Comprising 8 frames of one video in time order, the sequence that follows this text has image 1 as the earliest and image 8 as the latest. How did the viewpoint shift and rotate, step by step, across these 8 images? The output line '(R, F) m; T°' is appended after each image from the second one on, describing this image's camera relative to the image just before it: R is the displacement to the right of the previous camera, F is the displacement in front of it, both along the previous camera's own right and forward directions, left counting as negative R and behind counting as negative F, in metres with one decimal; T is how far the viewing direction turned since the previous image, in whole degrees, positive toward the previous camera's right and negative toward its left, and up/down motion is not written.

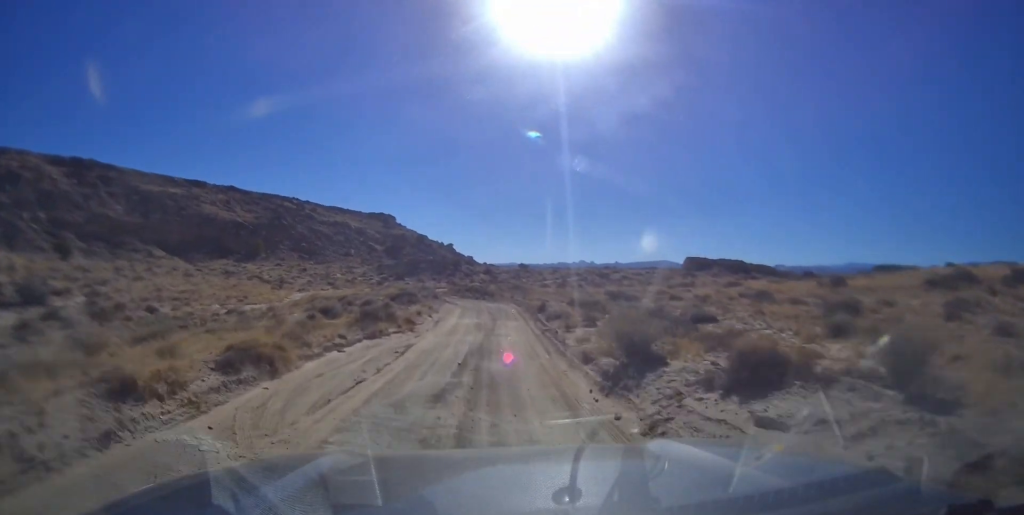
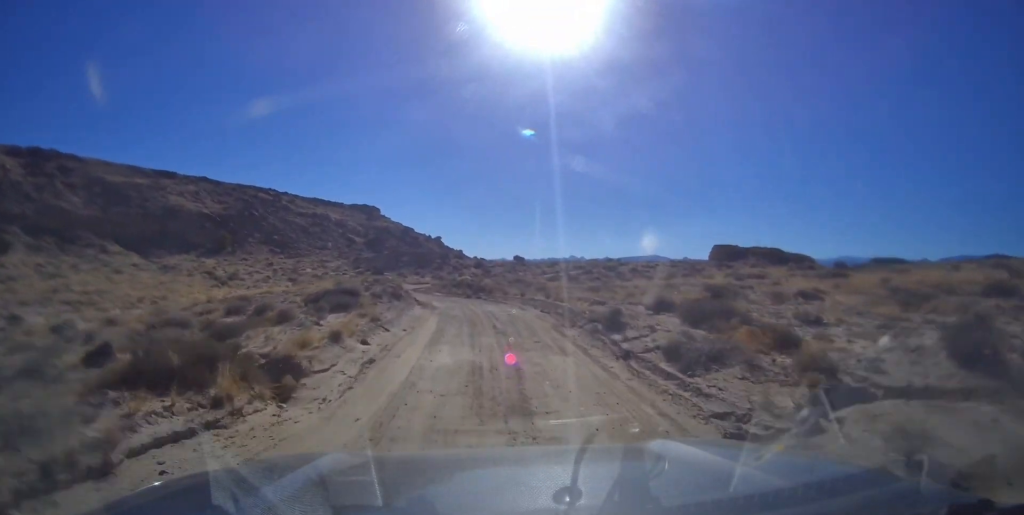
(-1.1, +16.8) m; -1°
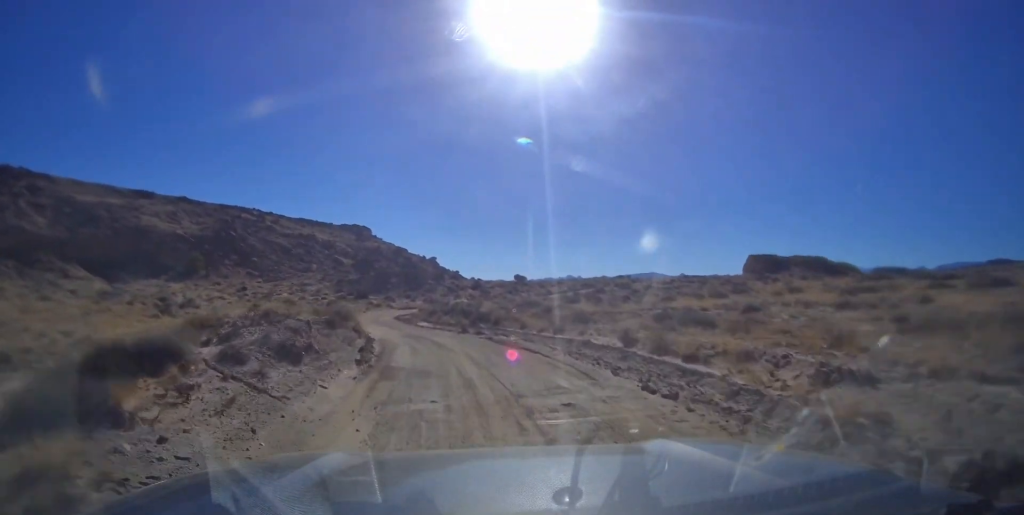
(+0.1, +12.8) m; -1°
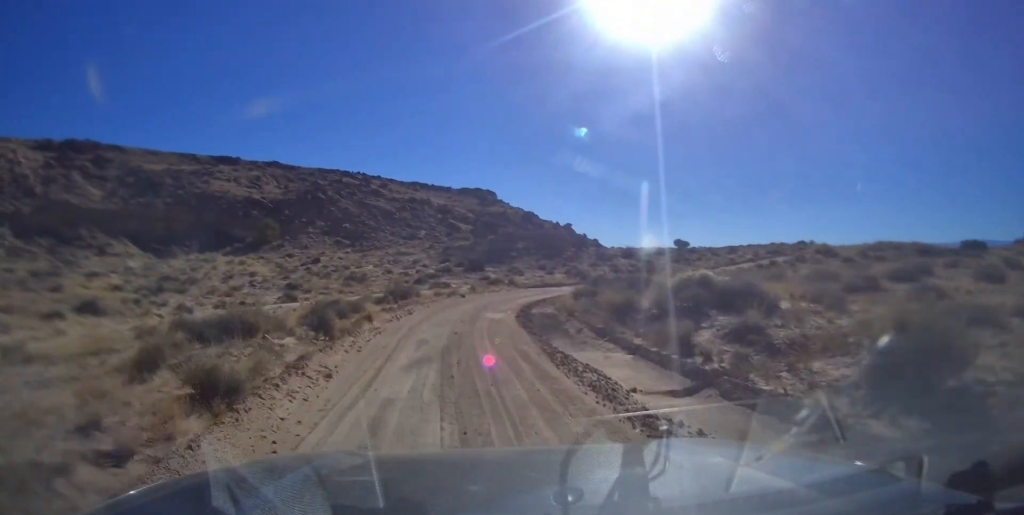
(-0.6, +29.3) m; -6°
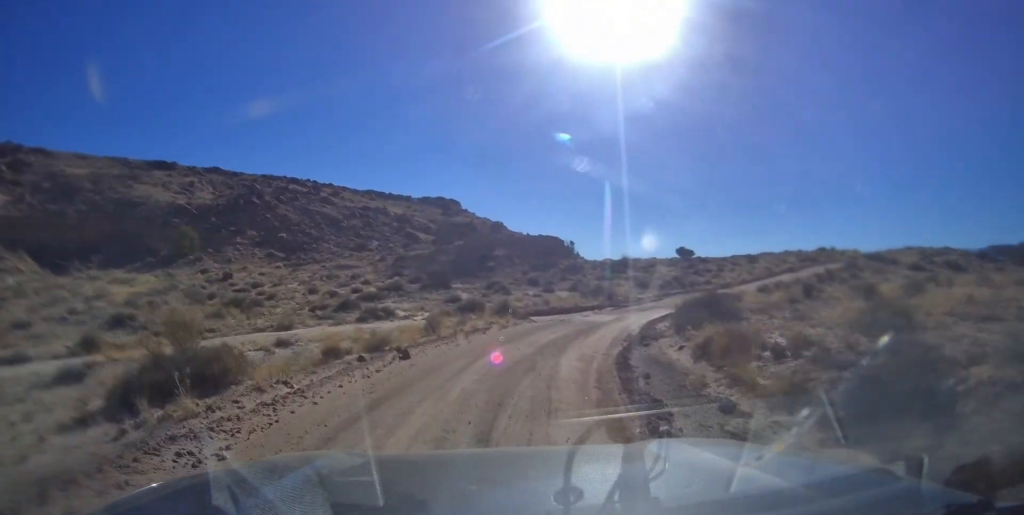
(-1.2, +20.5) m; +1°
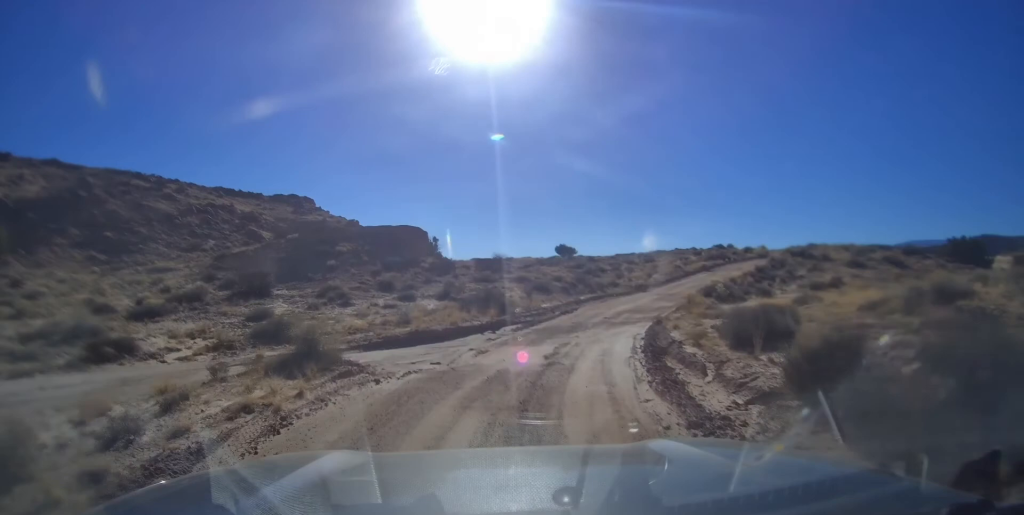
(+0.5, +13.1) m; +7°
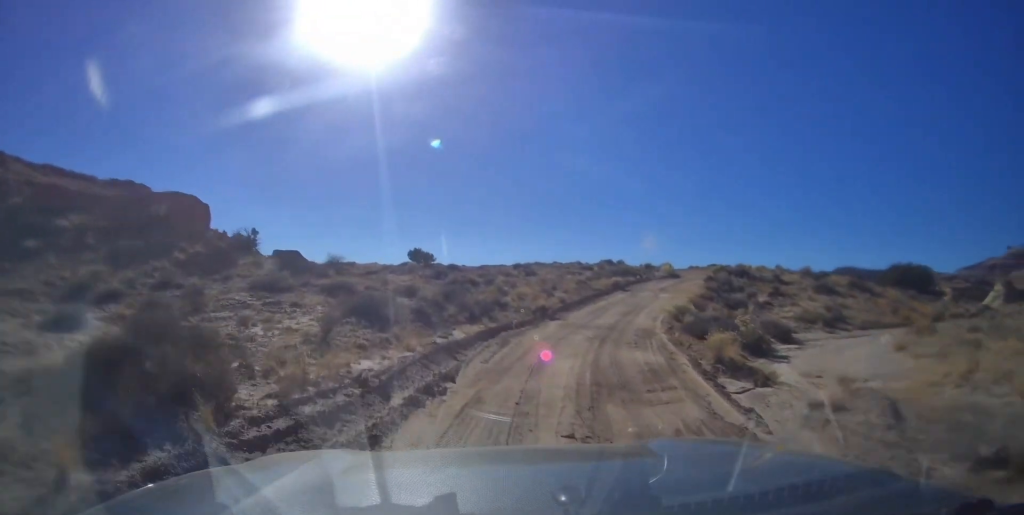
(+1.6, +16.8) m; +13°
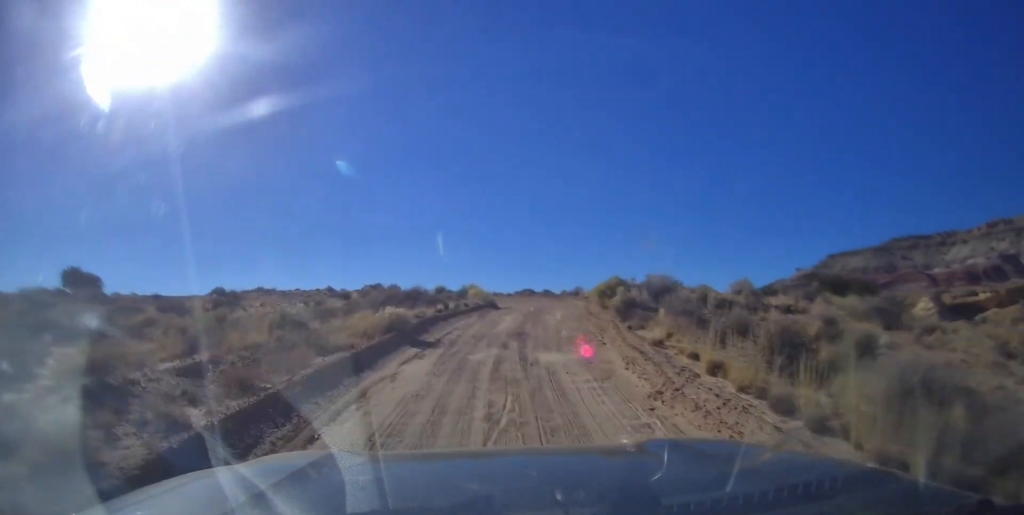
(+4.3, +23.8) m; +19°
